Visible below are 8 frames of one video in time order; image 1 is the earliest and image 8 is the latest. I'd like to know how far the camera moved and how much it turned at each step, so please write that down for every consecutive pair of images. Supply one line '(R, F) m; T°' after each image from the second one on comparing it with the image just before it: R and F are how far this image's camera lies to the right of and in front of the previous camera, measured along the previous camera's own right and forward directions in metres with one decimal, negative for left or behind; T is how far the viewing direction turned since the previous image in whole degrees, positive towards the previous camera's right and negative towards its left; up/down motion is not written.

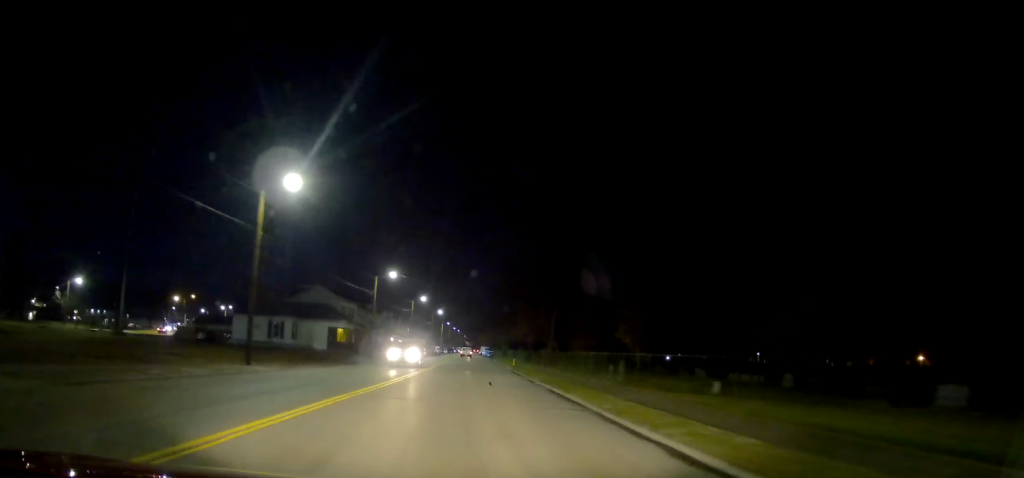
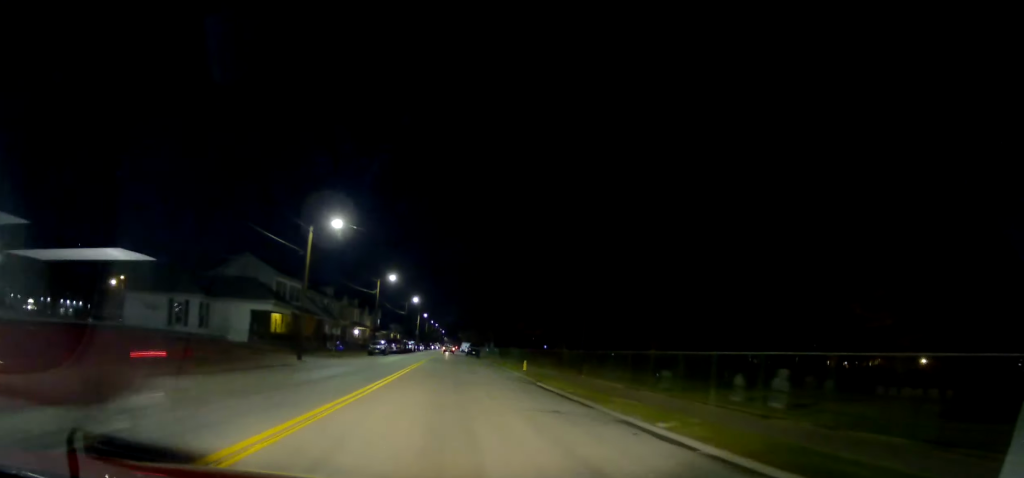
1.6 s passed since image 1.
(+0.8, +21.7) m; +5°
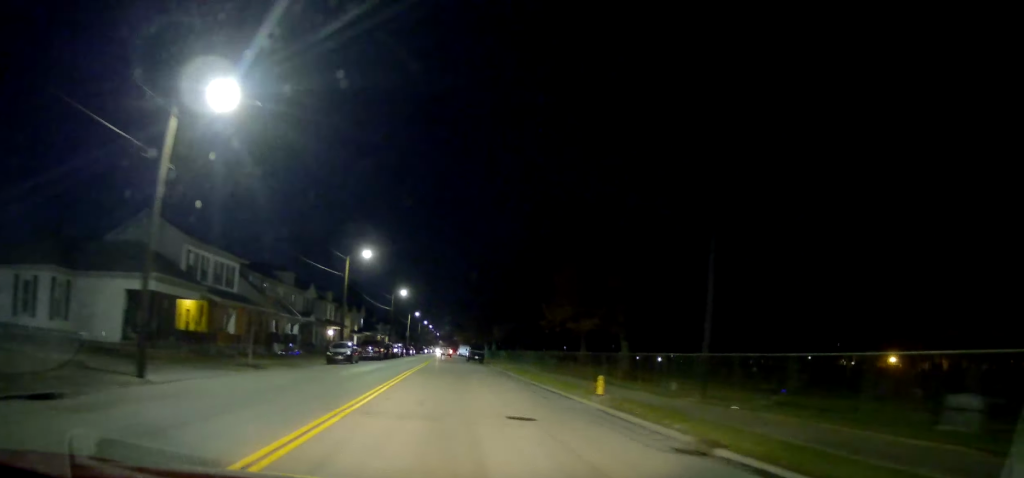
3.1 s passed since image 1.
(+0.1, +19.6) m; -1°
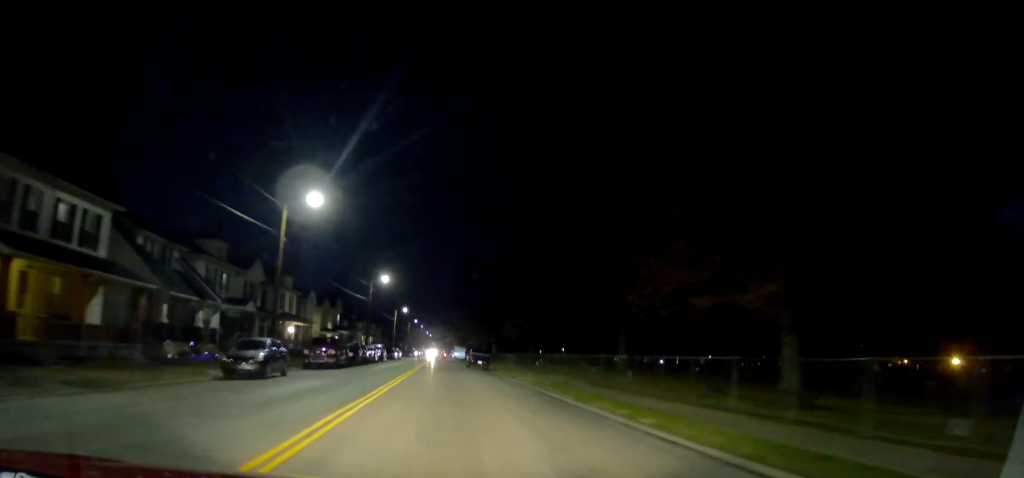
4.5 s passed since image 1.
(-0.6, +19.0) m; -1°
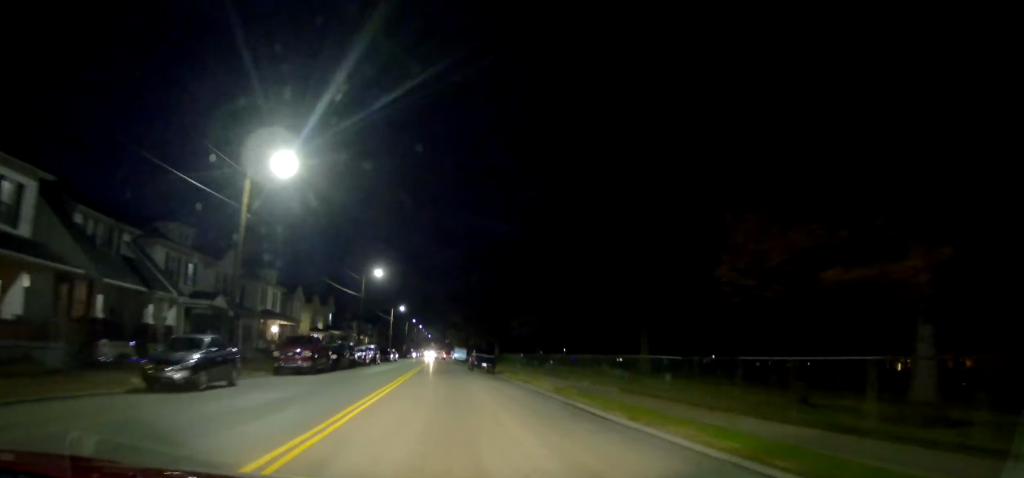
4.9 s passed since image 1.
(+0.1, +6.3) m; 0°
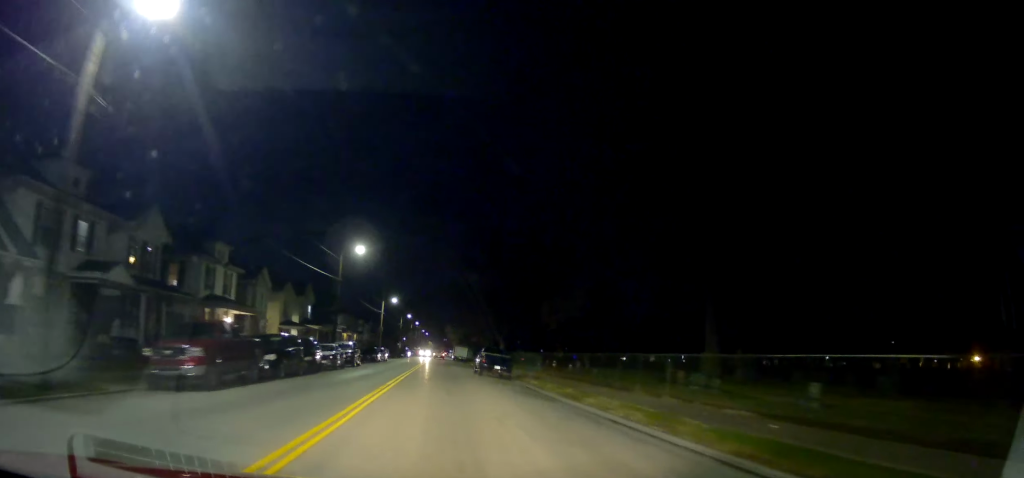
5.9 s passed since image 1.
(+0.4, +12.8) m; +1°
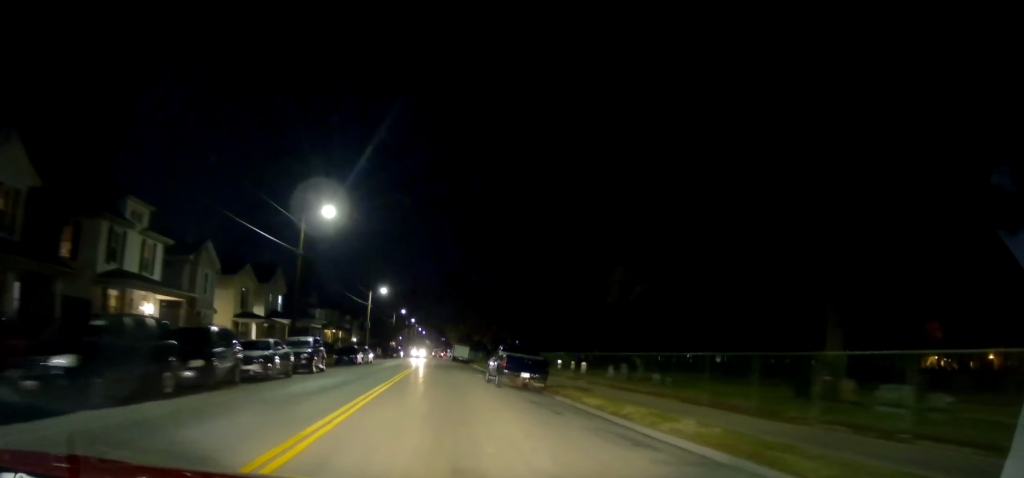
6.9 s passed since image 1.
(-0.2, +12.9) m; 0°
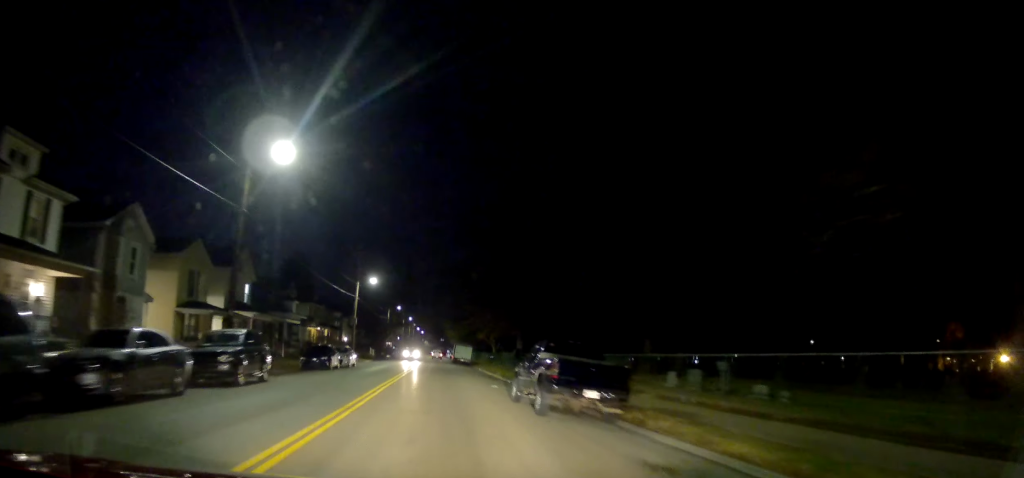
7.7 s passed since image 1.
(+0.1, +10.7) m; 0°
